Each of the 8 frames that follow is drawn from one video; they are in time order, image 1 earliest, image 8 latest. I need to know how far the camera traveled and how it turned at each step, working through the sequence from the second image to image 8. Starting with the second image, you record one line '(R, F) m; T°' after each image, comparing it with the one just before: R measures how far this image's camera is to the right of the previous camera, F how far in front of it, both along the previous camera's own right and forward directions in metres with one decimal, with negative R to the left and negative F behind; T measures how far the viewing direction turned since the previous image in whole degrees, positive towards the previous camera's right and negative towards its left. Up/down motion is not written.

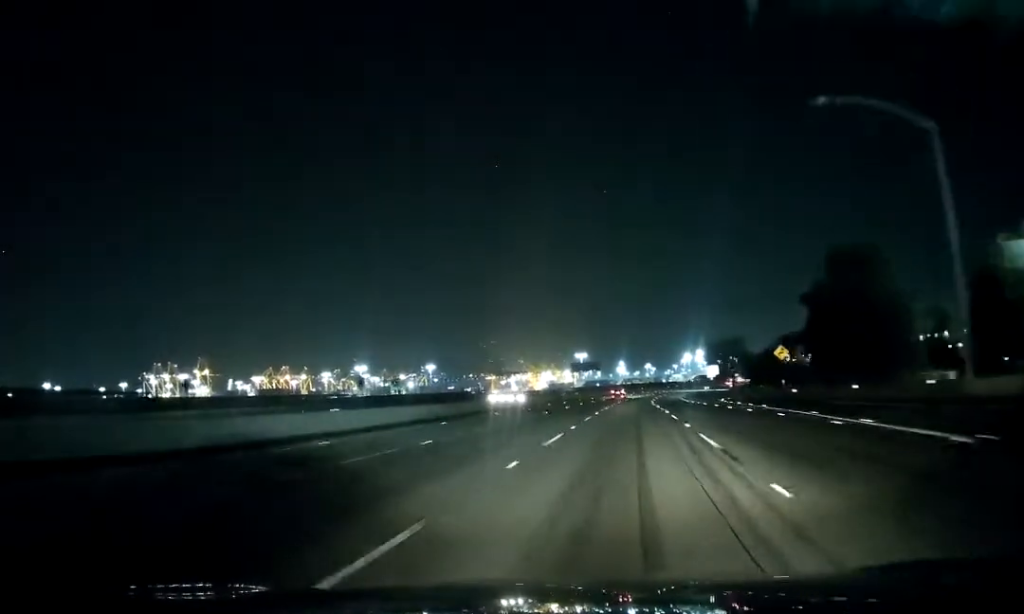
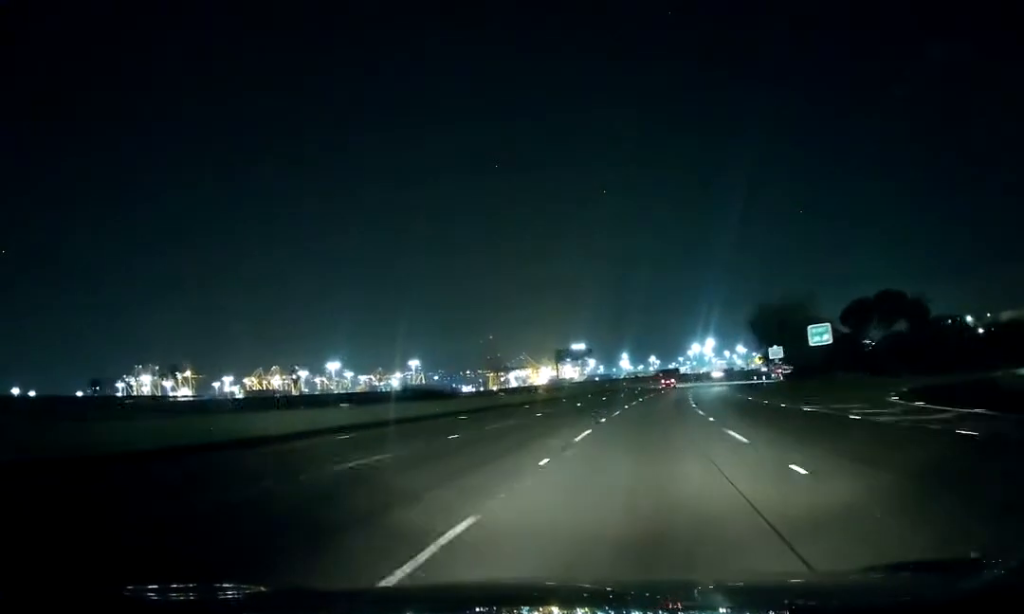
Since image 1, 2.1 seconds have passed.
(+0.5, +59.1) m; +2°
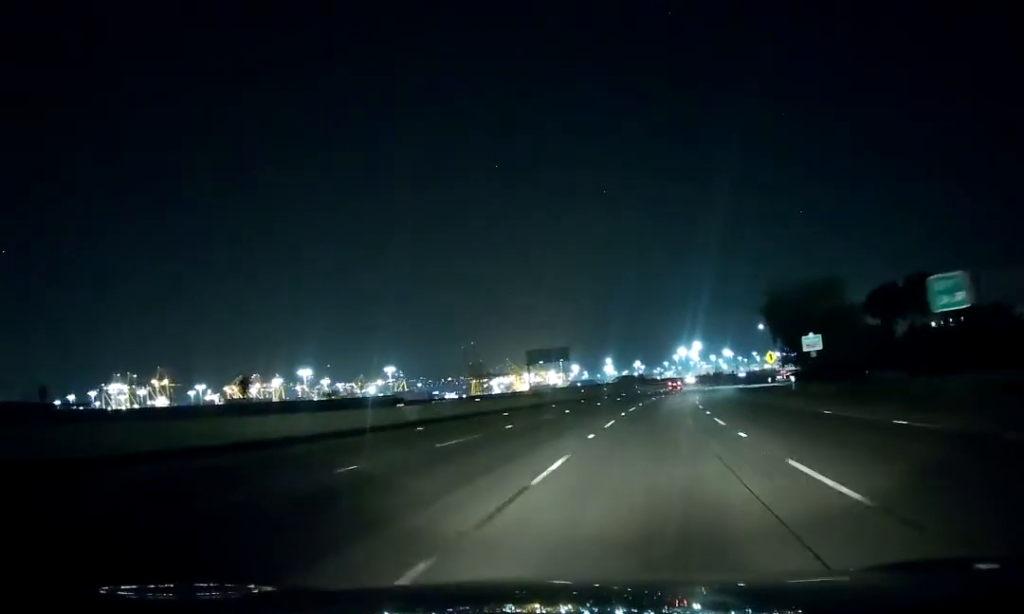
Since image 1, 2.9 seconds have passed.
(+0.3, +22.8) m; +1°
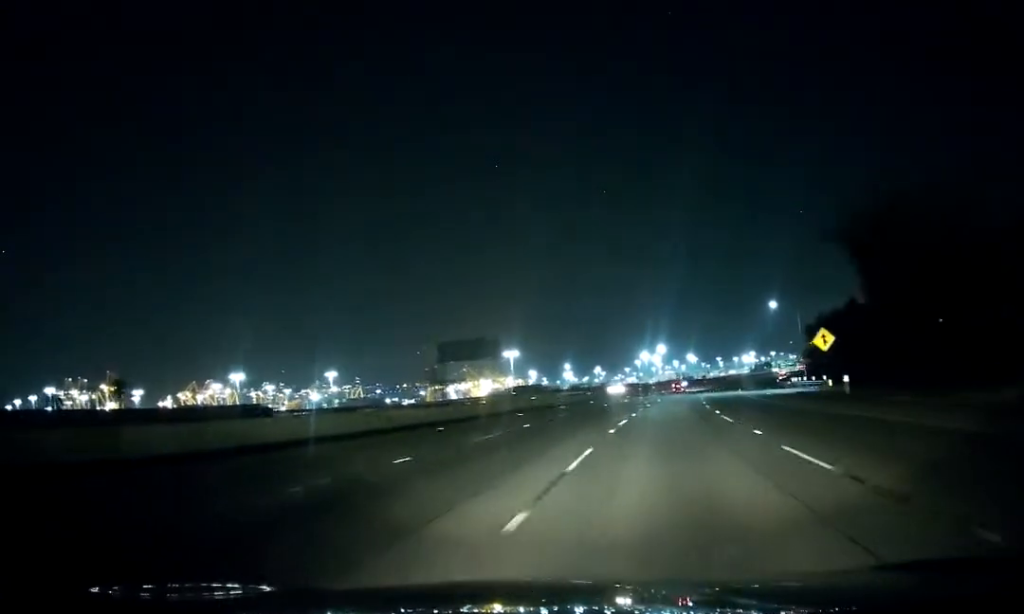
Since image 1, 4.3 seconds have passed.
(+0.5, +42.1) m; +2°
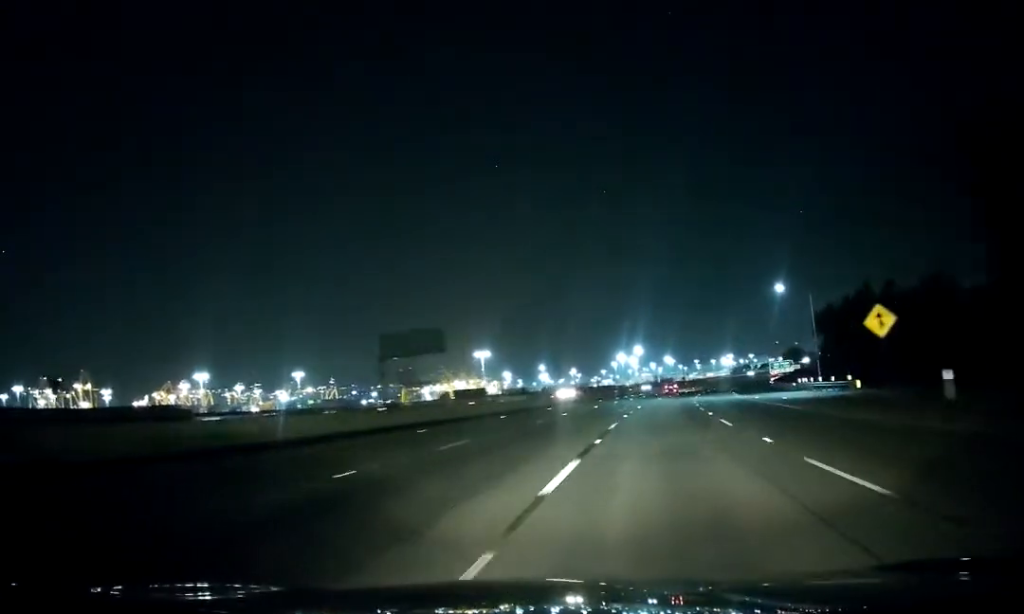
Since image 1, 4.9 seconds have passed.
(+0.5, +15.5) m; +2°
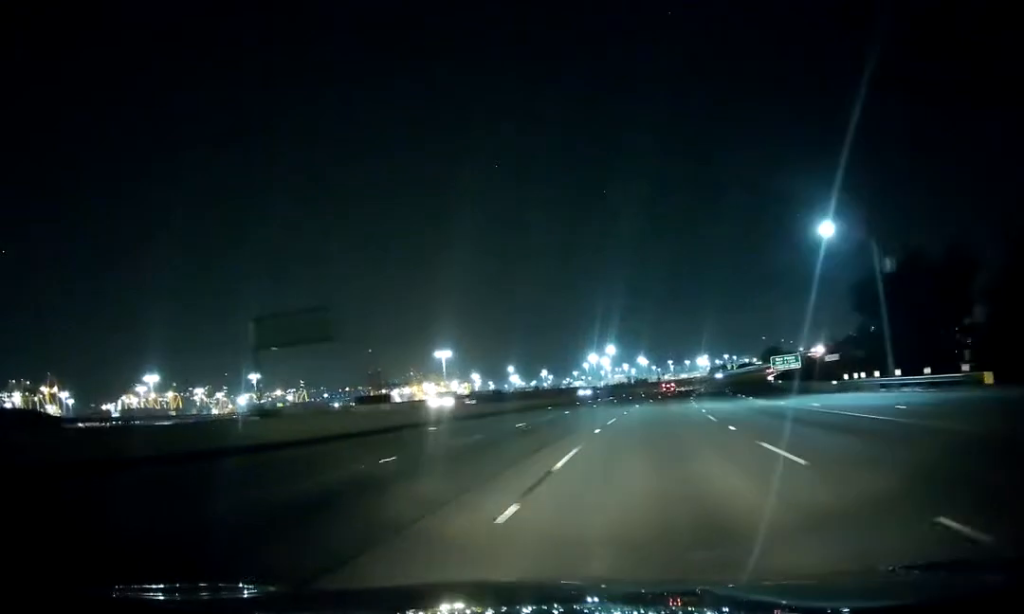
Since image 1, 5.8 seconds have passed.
(+0.6, +27.2) m; +2°
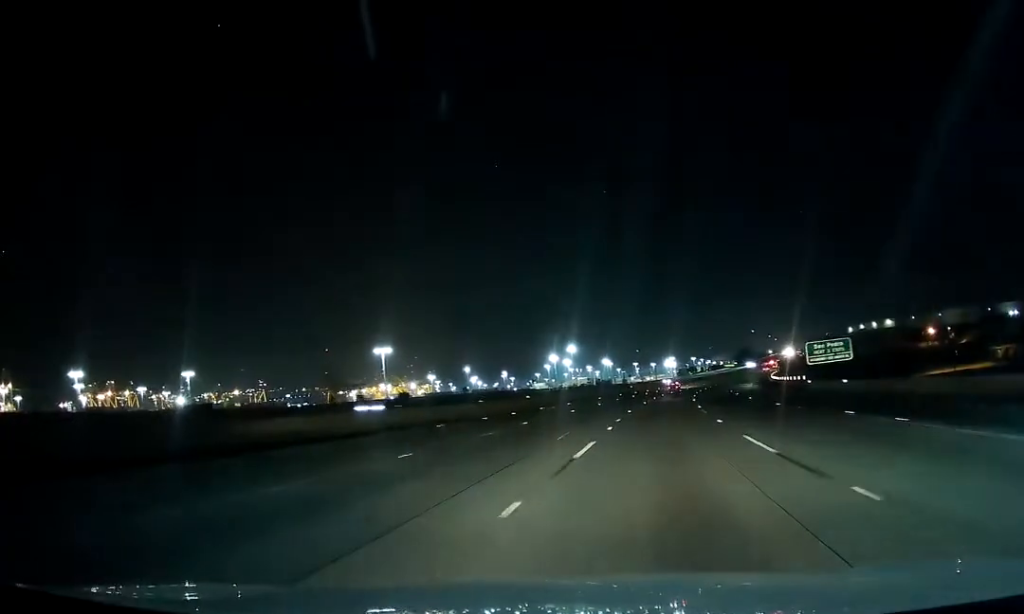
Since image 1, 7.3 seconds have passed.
(+0.7, +43.1) m; +4°
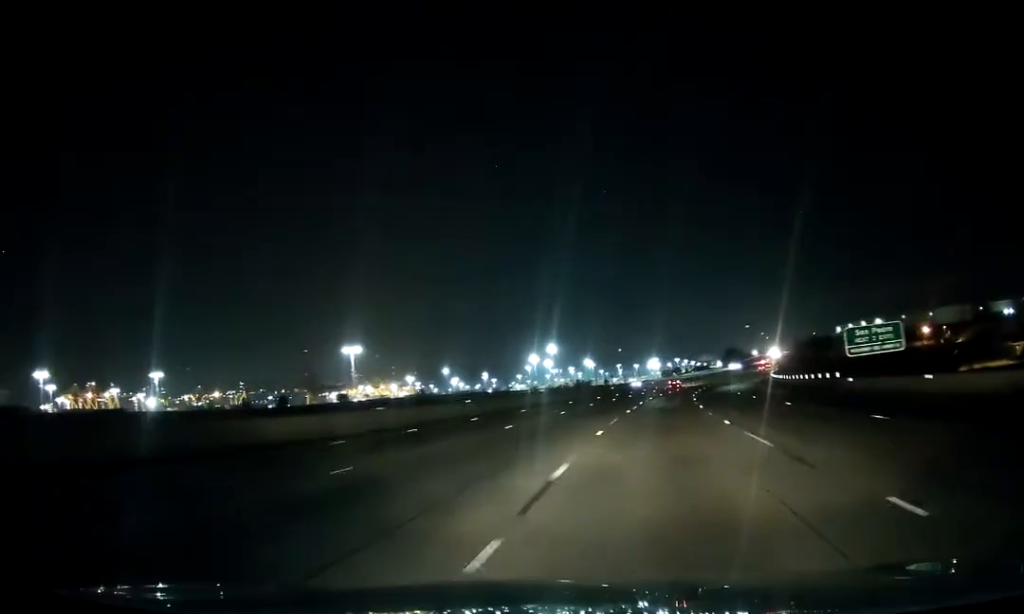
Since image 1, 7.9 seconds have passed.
(+0.7, +17.7) m; +2°
